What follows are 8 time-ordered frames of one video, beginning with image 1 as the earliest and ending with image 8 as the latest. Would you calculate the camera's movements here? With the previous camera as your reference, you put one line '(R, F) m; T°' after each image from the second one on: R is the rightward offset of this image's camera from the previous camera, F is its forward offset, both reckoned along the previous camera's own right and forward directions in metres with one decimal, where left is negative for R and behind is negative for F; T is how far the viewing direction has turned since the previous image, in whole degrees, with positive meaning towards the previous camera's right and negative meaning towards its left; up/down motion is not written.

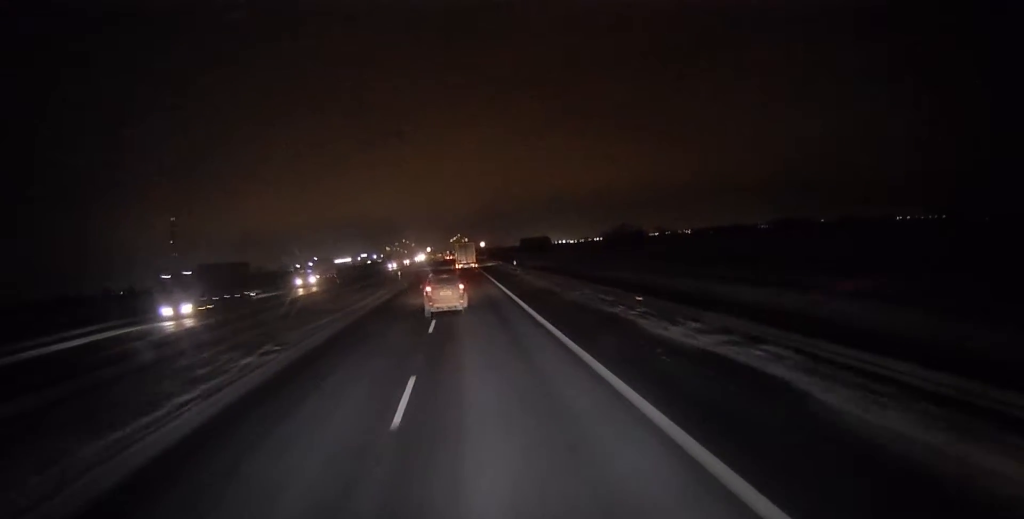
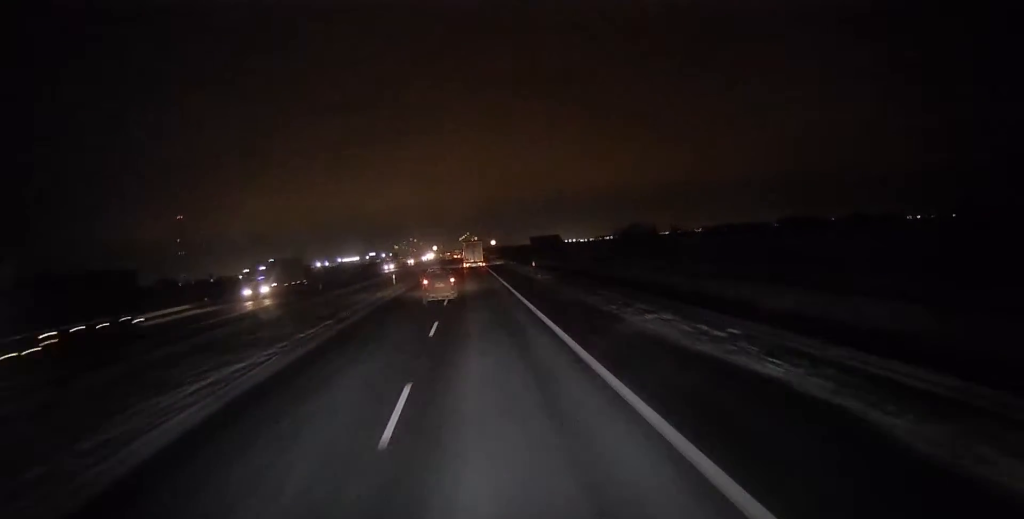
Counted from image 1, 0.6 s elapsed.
(-0.1, +14.1) m; 0°
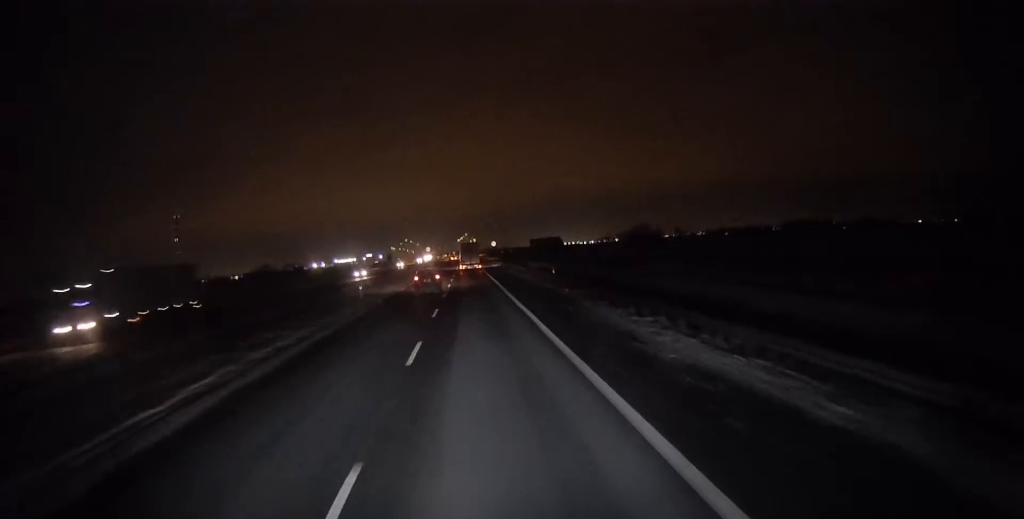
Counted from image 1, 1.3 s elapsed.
(-0.1, +17.4) m; 0°
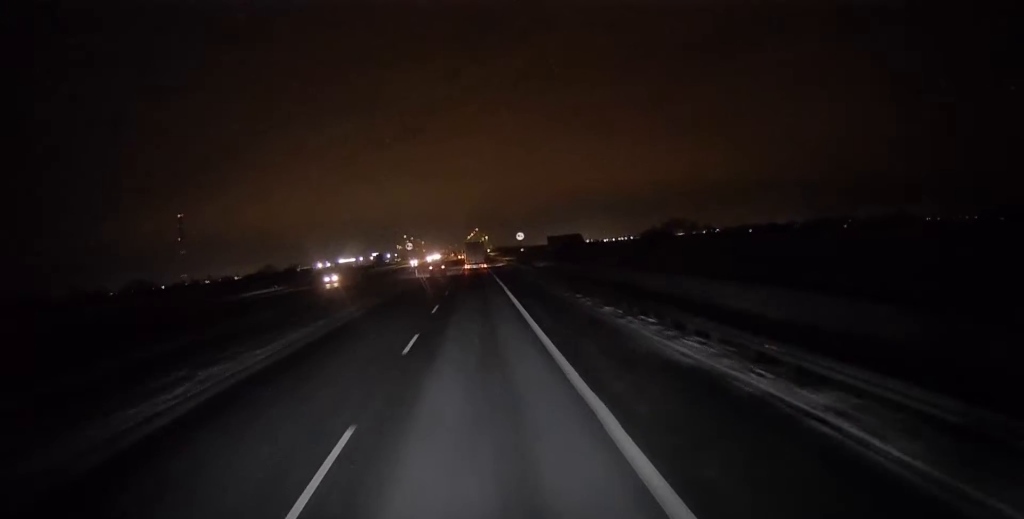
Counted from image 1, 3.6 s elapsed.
(-0.5, +58.1) m; -1°
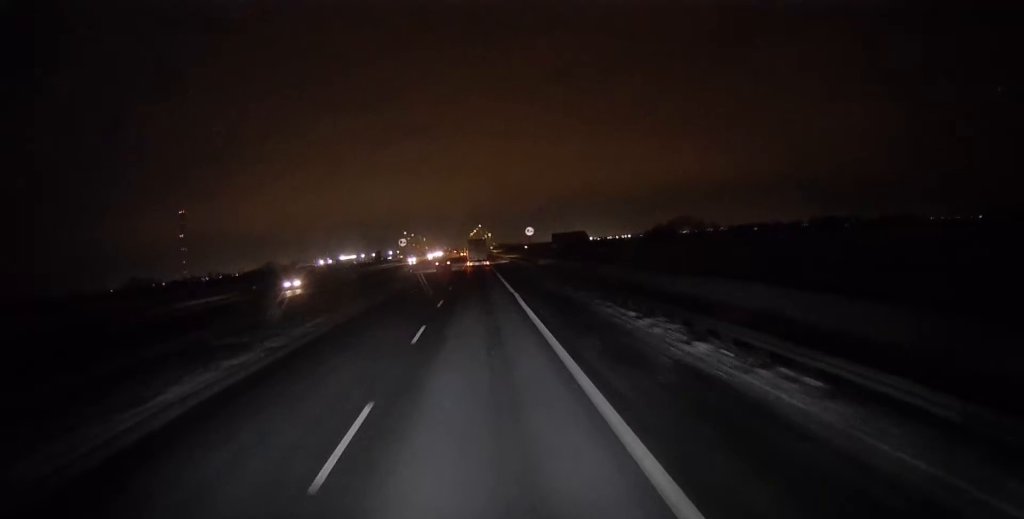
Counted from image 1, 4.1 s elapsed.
(0.0, +10.6) m; 0°
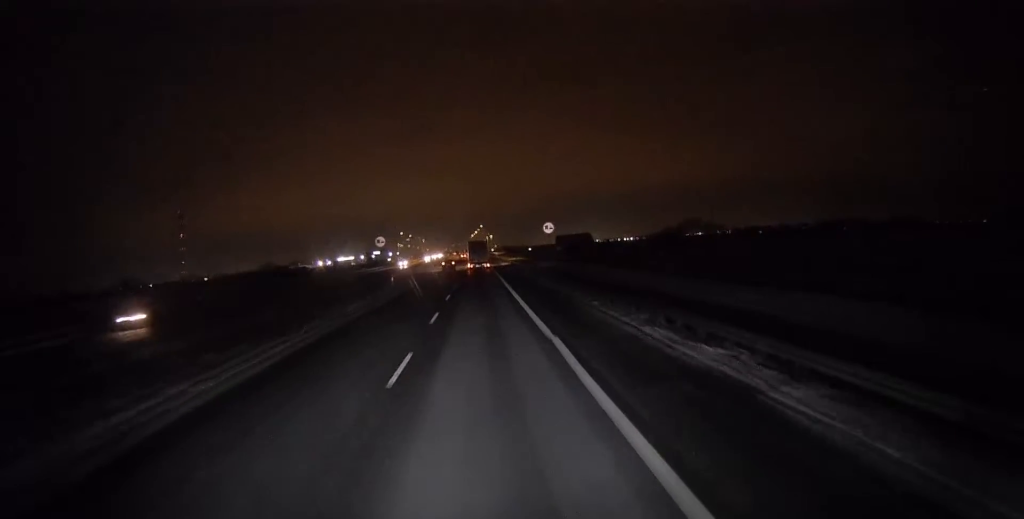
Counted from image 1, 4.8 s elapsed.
(0.0, +17.8) m; 0°
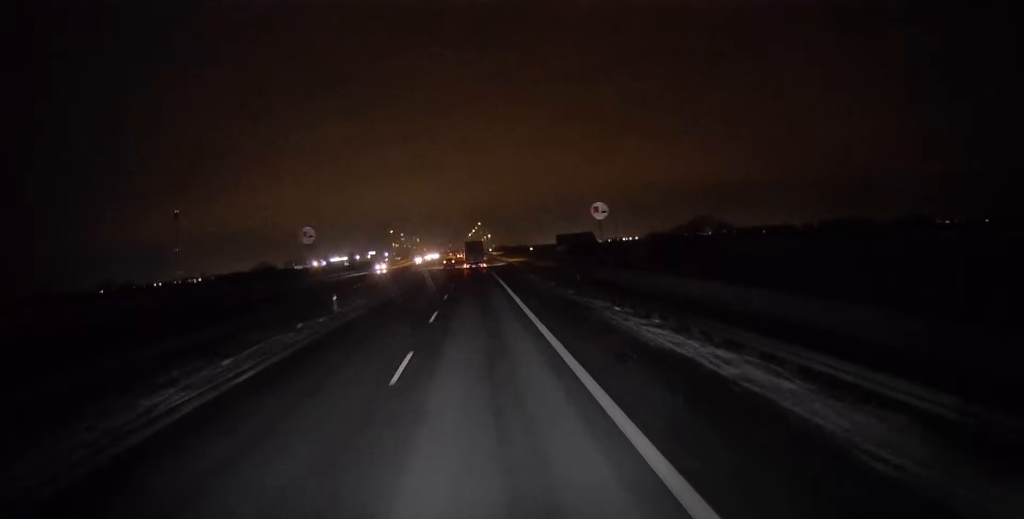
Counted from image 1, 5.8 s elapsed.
(-0.1, +22.9) m; 0°
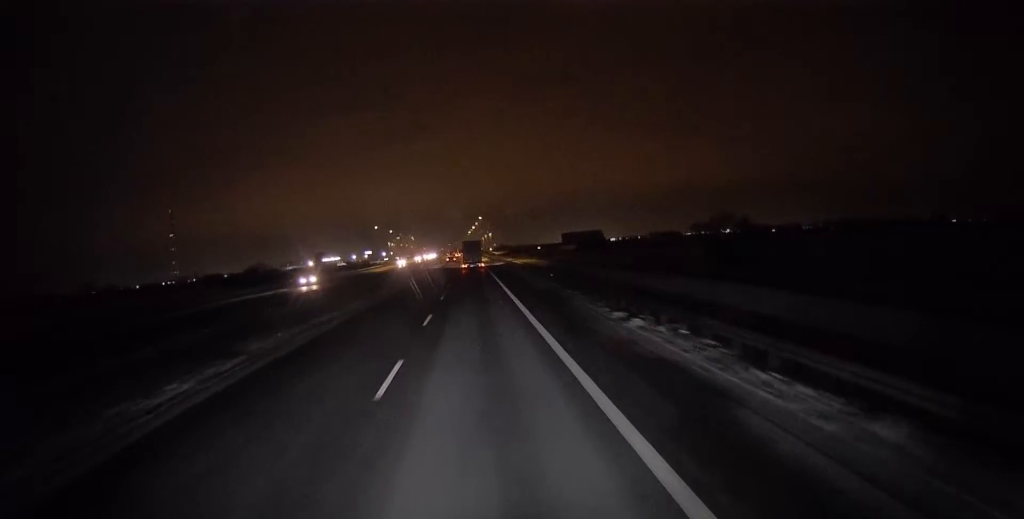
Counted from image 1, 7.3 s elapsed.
(+0.1, +36.8) m; 0°
